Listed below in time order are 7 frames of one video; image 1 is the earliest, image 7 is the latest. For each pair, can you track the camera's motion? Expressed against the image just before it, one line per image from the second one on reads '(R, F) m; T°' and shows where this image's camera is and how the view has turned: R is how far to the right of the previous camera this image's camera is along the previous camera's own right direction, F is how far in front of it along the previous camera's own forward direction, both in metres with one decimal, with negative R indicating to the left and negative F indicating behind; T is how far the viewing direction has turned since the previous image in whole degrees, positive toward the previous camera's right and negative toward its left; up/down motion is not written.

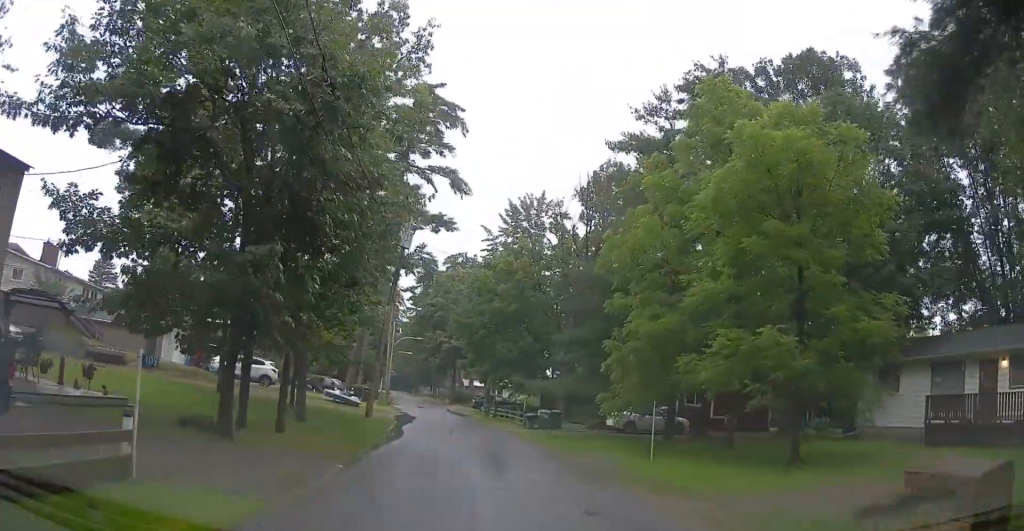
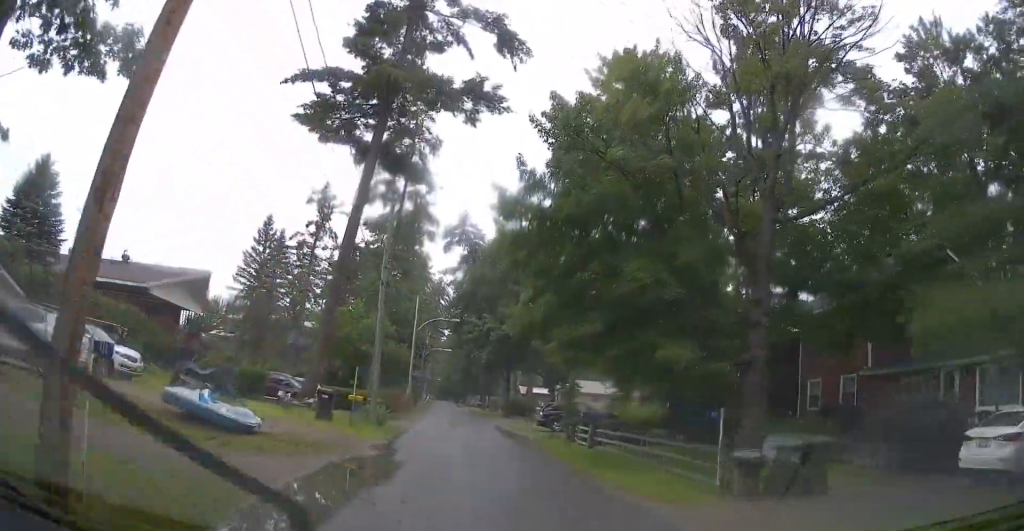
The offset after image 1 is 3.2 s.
(-2.0, +24.5) m; -8°
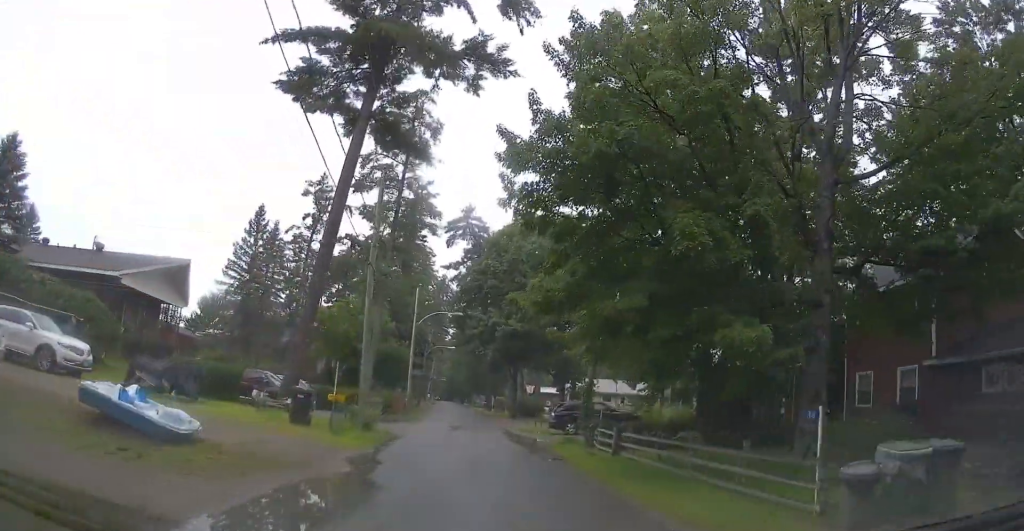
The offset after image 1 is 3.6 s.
(-0.3, +3.7) m; -1°
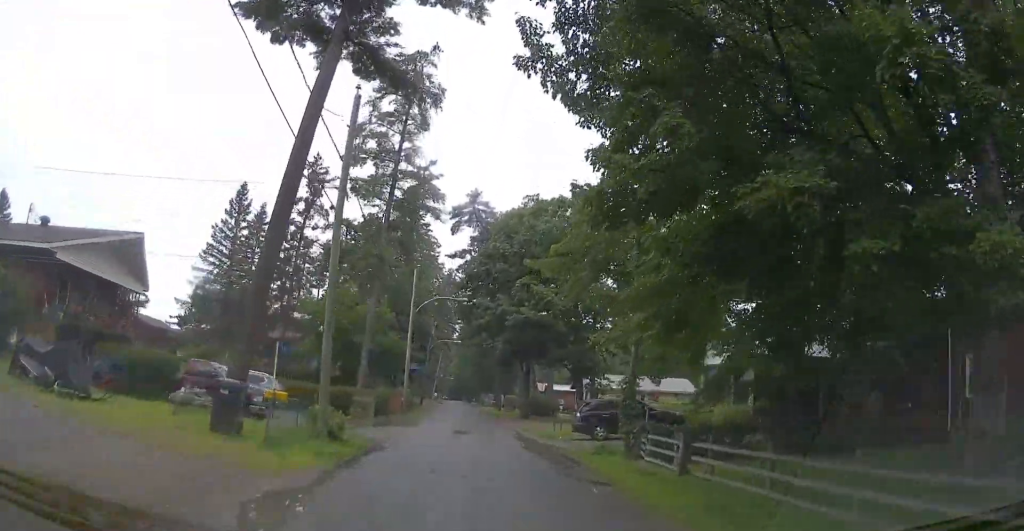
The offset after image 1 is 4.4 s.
(+0.2, +6.2) m; +1°
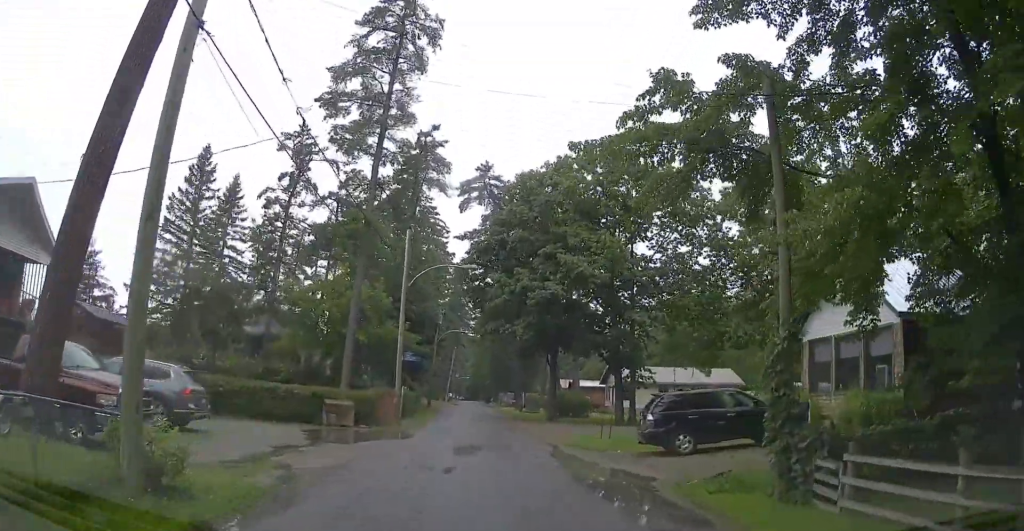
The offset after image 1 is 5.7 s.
(0.0, +9.4) m; +1°
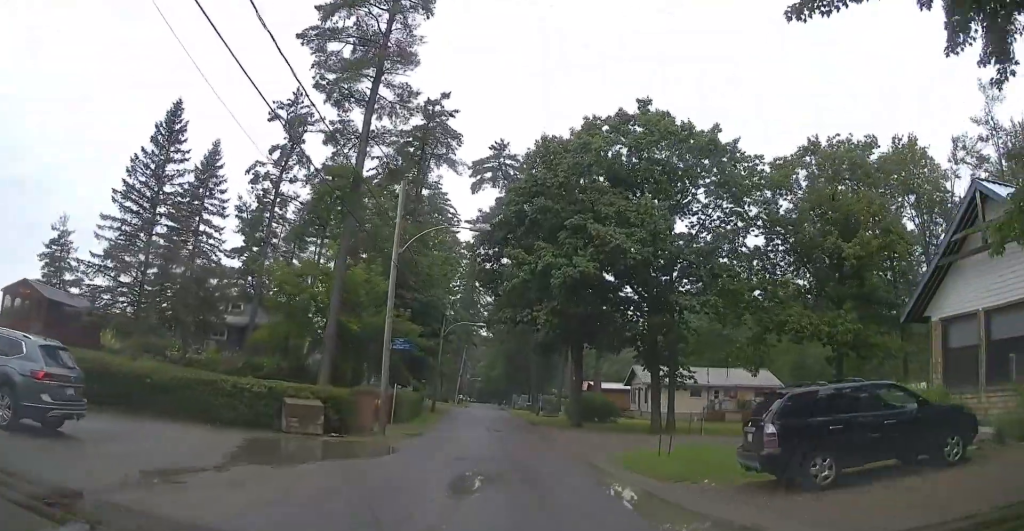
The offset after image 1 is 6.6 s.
(+0.1, +6.7) m; 0°
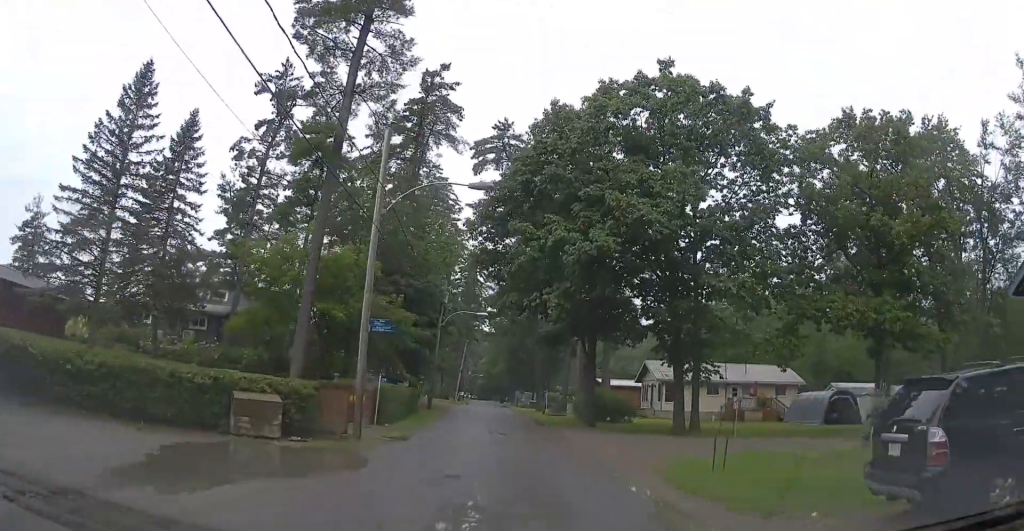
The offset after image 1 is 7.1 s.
(0.0, +4.3) m; +1°
